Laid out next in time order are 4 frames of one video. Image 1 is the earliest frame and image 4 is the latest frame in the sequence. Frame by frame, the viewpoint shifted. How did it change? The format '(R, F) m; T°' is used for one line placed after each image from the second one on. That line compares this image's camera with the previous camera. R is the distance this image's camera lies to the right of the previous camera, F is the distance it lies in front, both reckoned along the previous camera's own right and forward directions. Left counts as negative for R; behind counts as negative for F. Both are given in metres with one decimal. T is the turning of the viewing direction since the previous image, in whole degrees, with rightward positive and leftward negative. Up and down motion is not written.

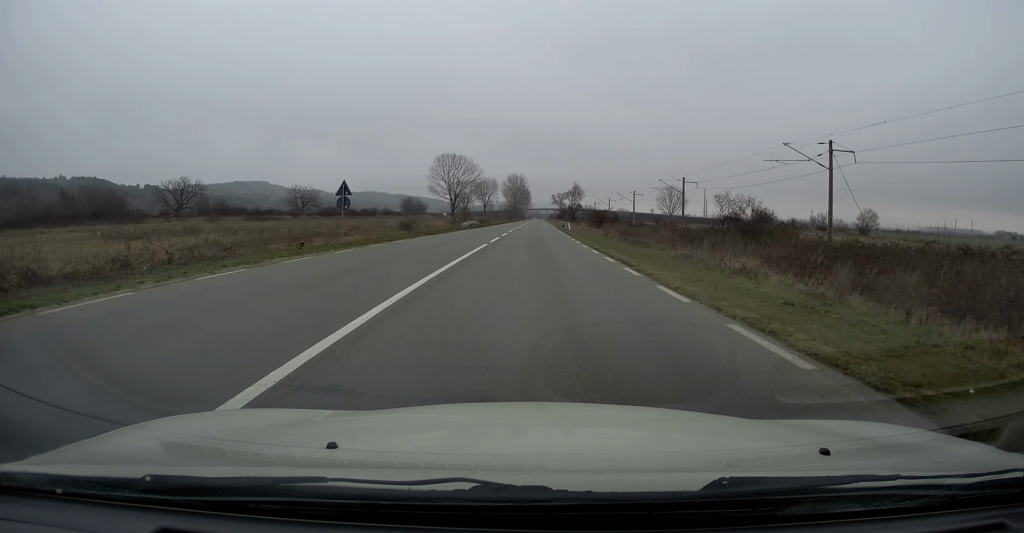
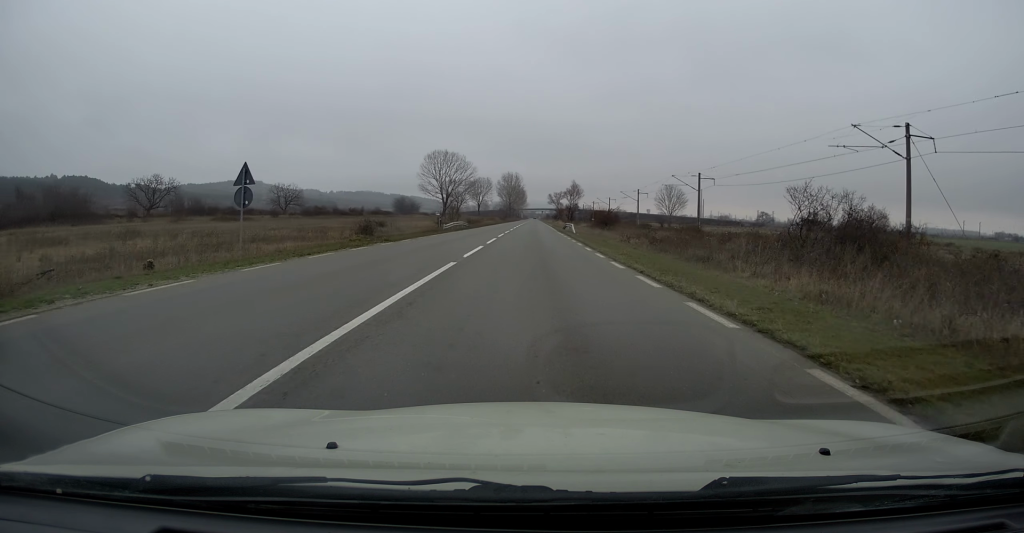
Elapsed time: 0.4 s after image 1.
(0.0, +10.4) m; 0°
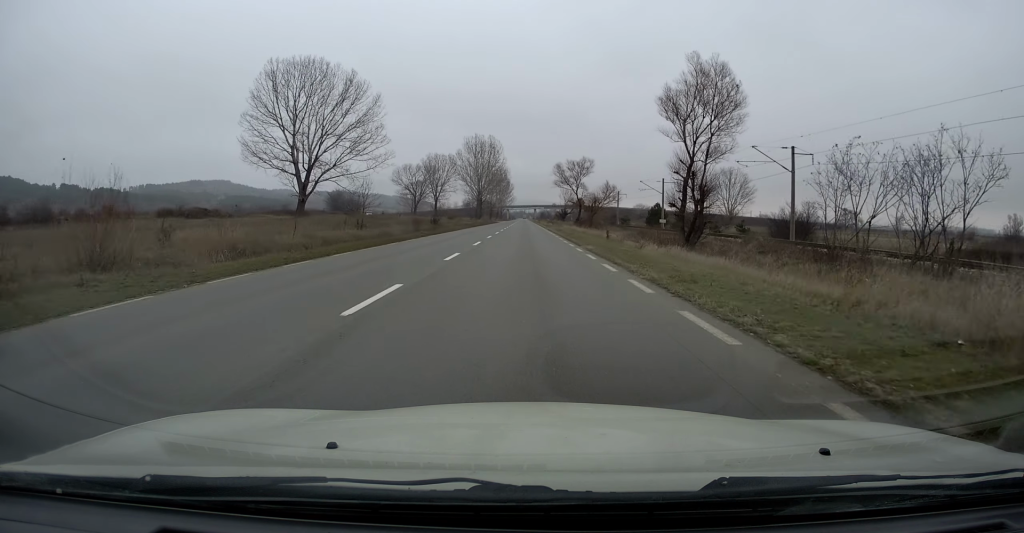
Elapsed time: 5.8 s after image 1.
(+2.7, +129.1) m; +2°
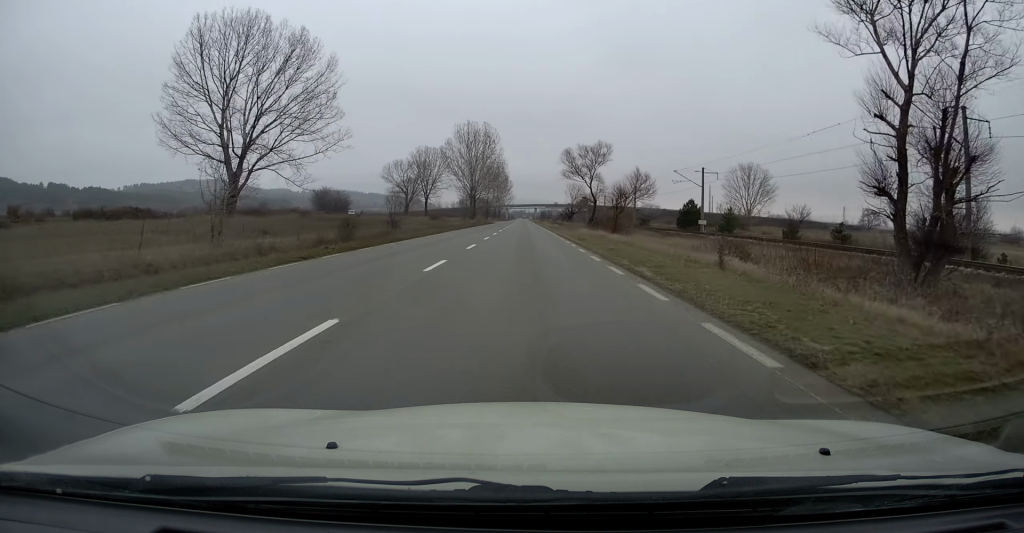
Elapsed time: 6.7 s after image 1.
(0.0, +20.8) m; 0°
